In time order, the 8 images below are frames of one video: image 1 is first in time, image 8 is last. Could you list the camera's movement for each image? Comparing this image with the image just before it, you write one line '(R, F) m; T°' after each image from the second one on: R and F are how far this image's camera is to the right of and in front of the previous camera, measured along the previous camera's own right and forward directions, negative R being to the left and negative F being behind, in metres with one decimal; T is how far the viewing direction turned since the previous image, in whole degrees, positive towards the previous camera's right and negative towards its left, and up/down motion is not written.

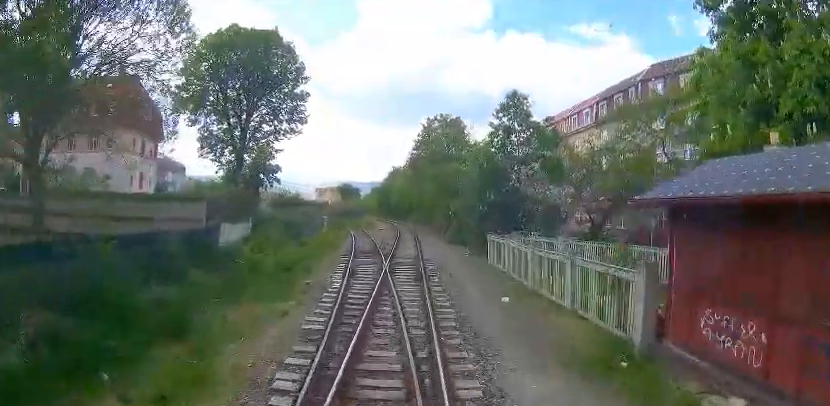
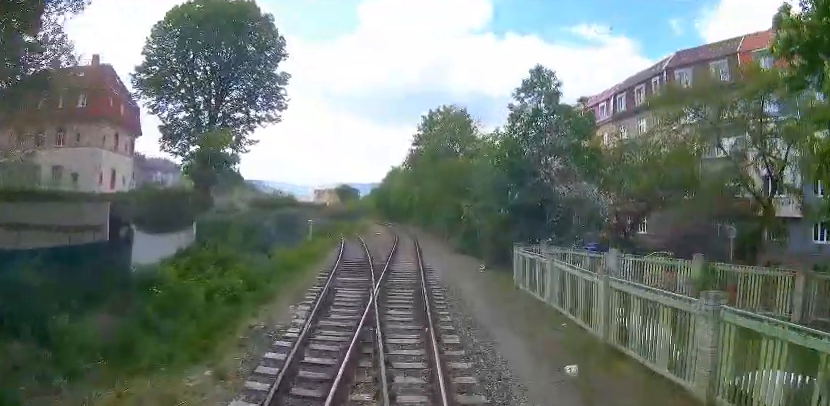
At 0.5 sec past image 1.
(0.0, +5.4) m; 0°
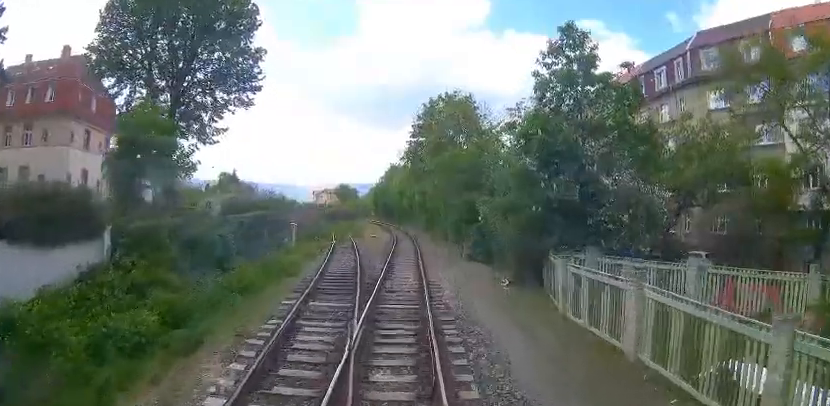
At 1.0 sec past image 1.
(0.0, +4.7) m; +1°
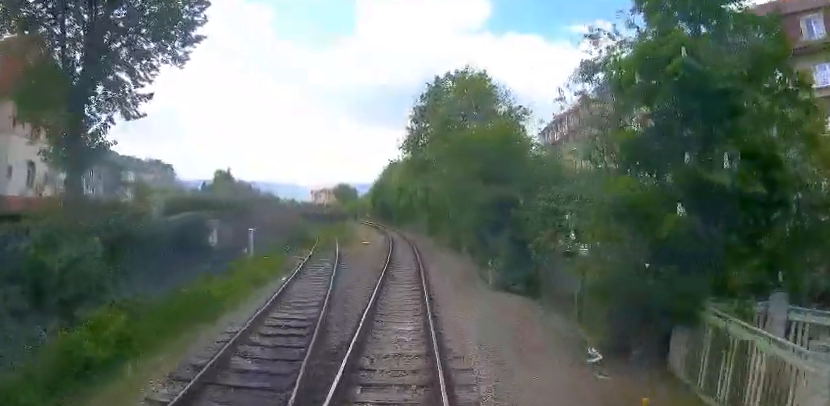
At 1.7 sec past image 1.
(+0.1, +7.4) m; 0°
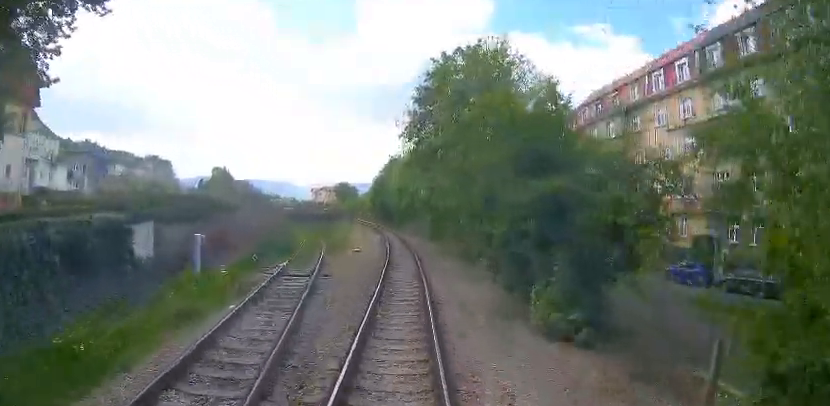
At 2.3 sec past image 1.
(+0.1, +5.4) m; 0°
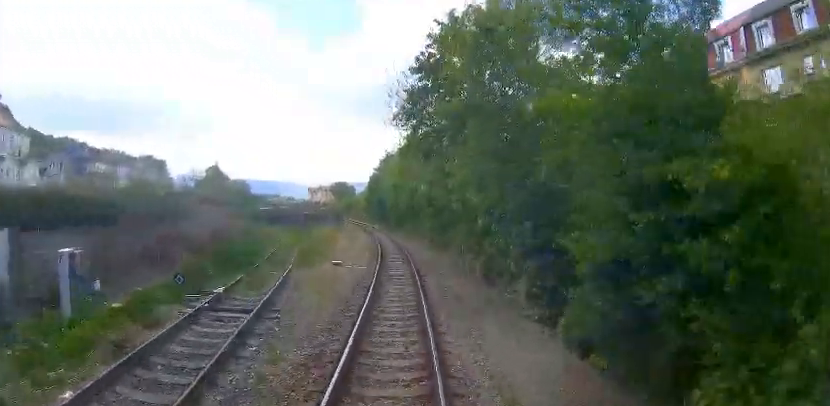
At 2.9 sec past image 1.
(-0.2, +6.6) m; +1°
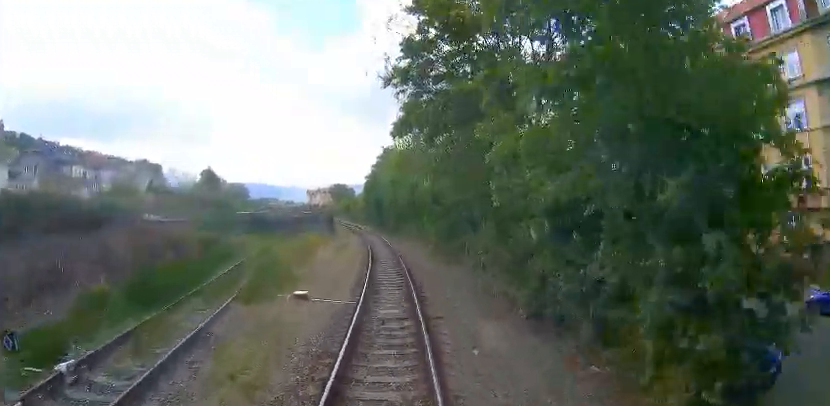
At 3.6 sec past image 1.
(+0.1, +6.9) m; 0°
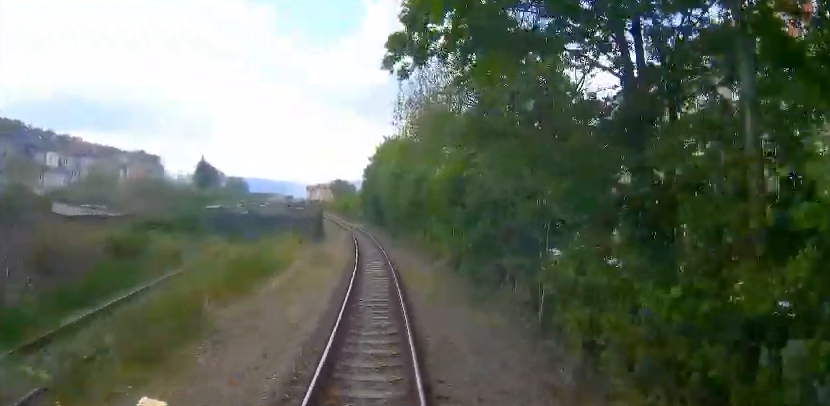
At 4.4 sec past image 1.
(+0.3, +8.2) m; -2°
